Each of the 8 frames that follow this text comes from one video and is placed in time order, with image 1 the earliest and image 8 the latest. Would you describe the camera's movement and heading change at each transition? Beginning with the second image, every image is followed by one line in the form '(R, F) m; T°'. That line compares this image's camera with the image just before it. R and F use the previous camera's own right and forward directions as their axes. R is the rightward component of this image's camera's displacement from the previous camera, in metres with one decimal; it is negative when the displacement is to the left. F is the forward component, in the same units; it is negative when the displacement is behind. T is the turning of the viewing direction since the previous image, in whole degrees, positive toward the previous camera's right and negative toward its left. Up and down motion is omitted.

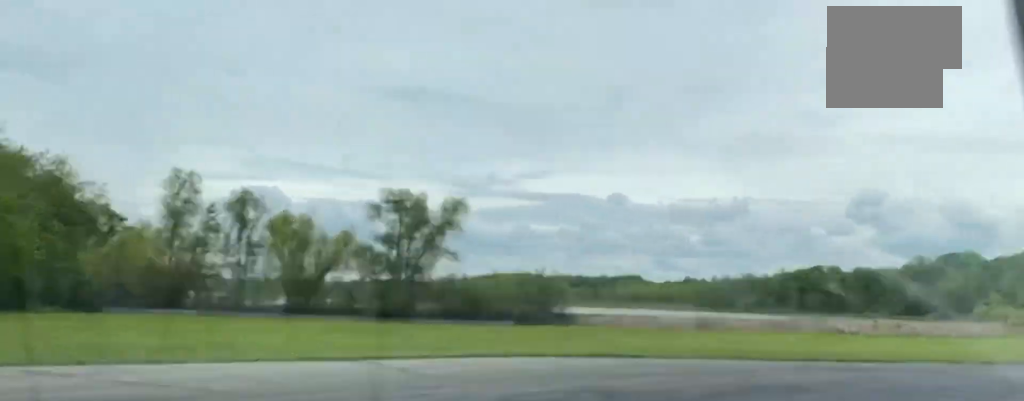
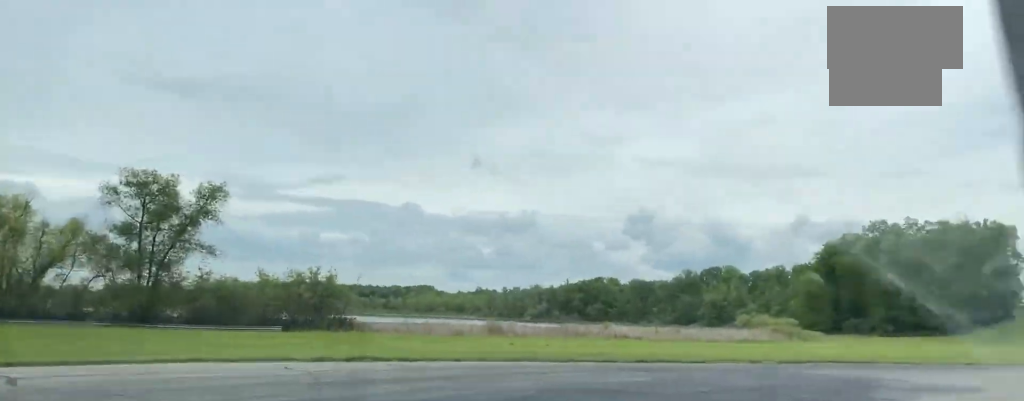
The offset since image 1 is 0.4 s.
(+0.3, +6.6) m; +7°
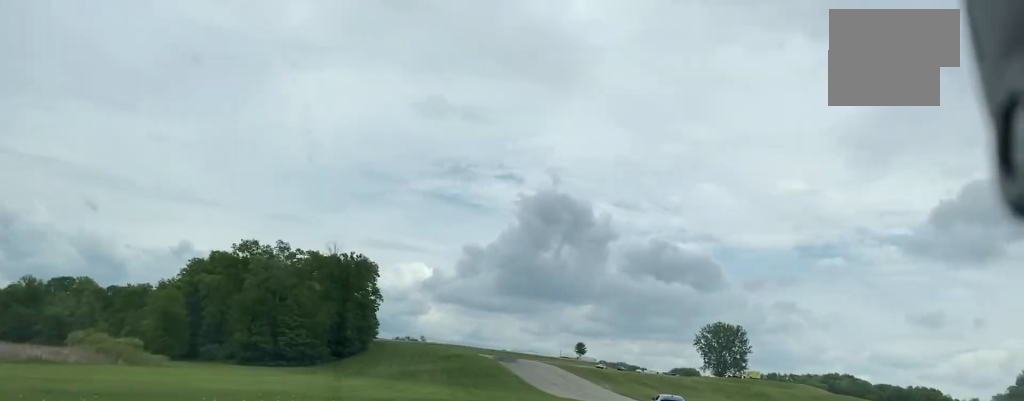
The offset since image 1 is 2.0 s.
(+7.2, +24.2) m; +34°
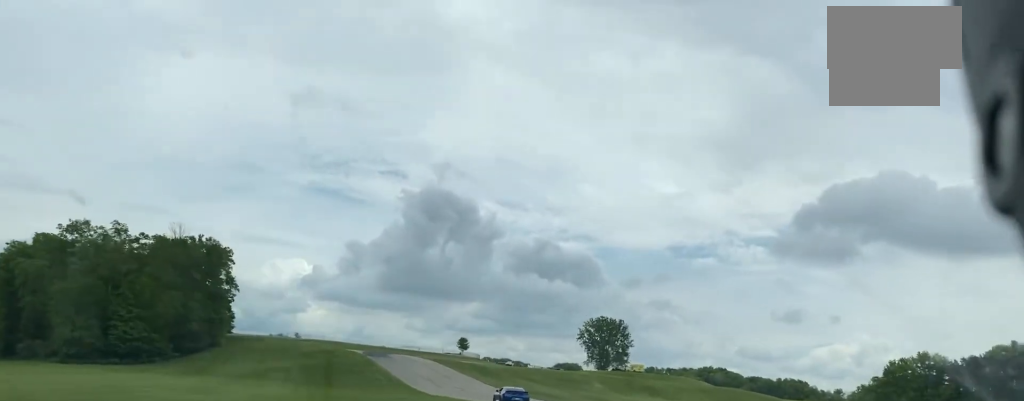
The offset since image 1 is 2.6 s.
(+1.8, +13.3) m; +11°
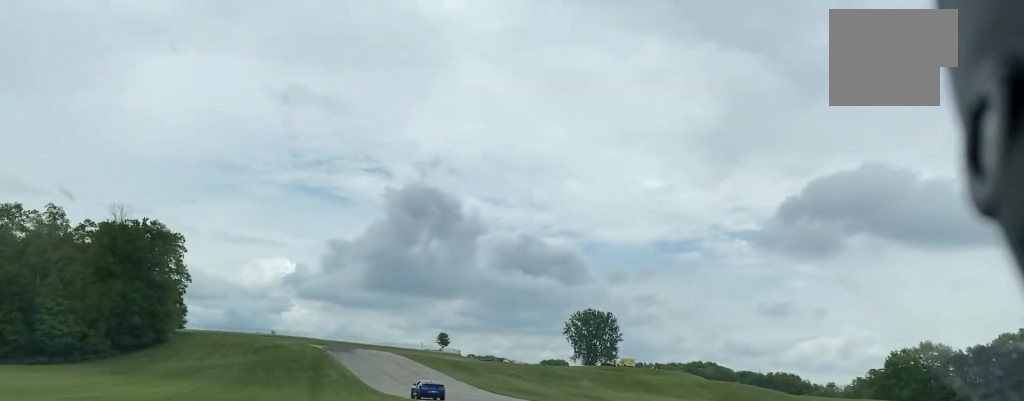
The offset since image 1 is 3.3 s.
(+1.1, +15.5) m; +1°
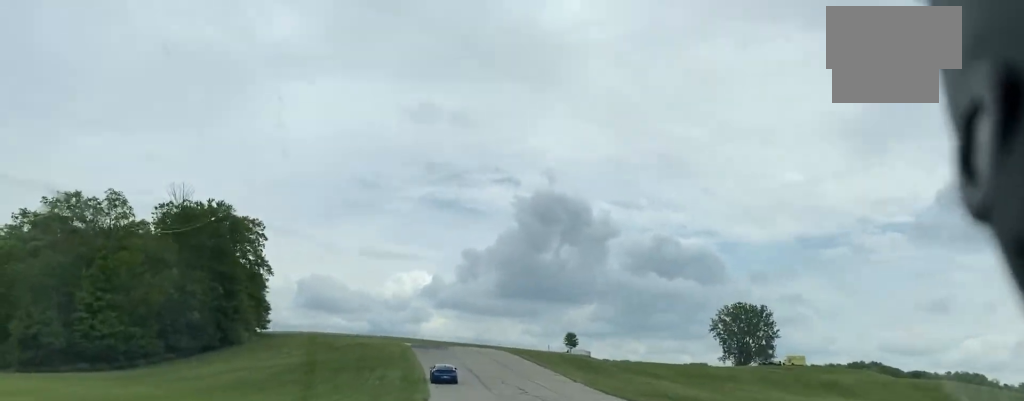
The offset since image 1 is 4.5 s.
(-0.6, +33.0) m; -7°
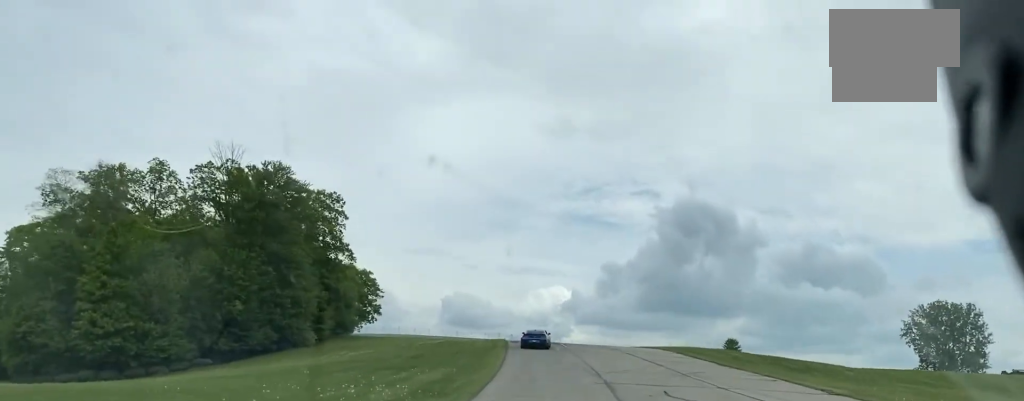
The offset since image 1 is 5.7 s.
(-3.8, +37.3) m; -11°
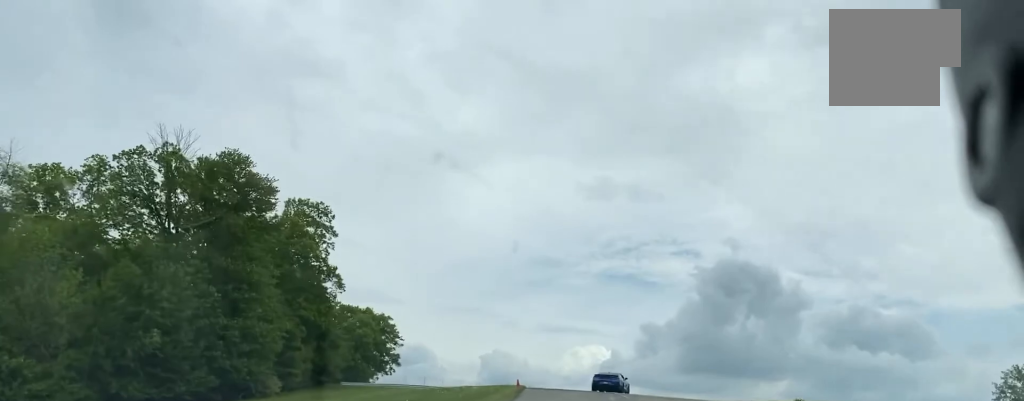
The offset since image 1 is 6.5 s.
(-1.6, +27.5) m; -3°
